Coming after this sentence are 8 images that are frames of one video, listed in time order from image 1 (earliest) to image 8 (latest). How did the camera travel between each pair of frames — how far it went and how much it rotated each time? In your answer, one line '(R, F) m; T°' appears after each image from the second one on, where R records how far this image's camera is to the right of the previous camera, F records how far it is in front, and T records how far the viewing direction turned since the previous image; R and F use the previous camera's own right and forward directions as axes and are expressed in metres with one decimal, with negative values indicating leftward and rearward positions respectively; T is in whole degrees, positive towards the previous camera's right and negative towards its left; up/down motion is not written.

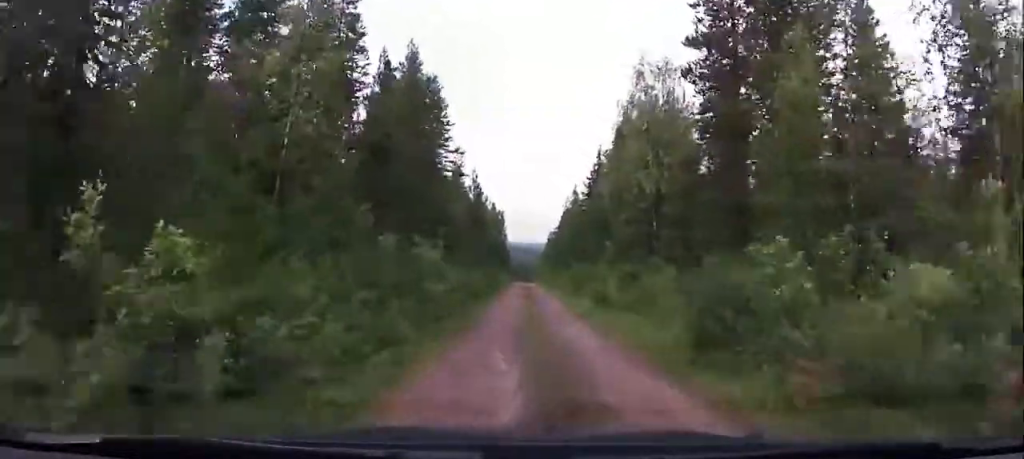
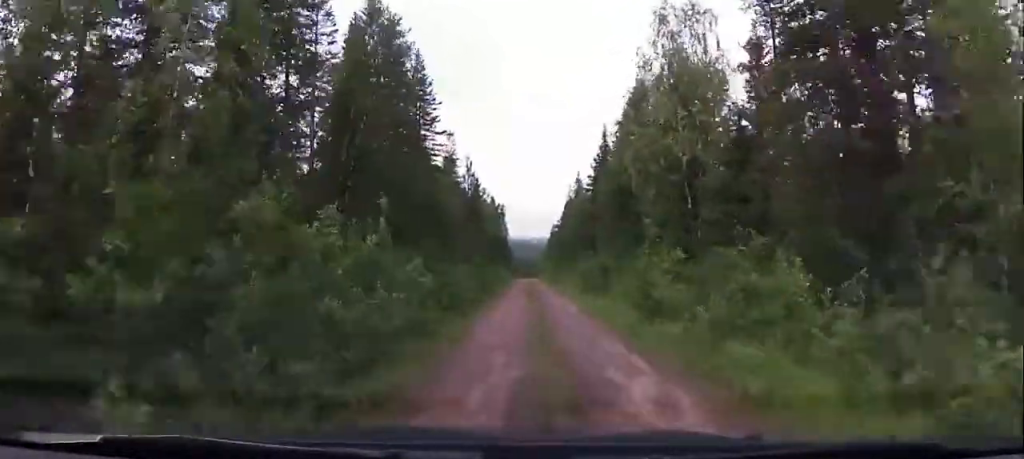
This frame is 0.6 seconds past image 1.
(-0.2, +7.5) m; +1°
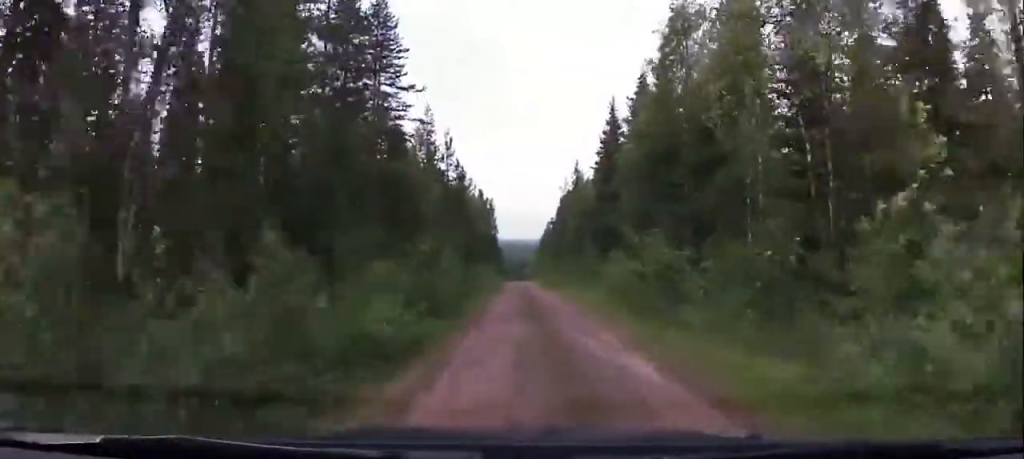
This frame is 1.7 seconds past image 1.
(+0.6, +13.6) m; +2°
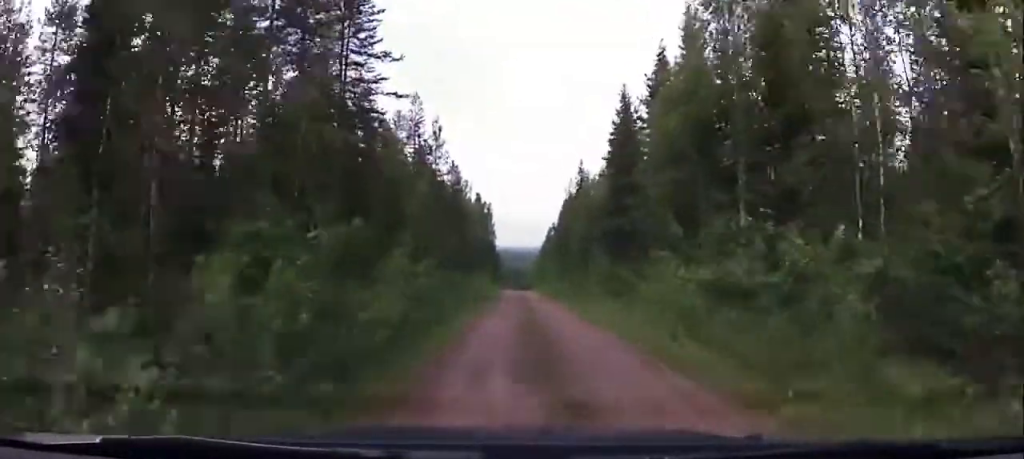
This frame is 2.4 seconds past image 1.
(-0.2, +7.7) m; -1°
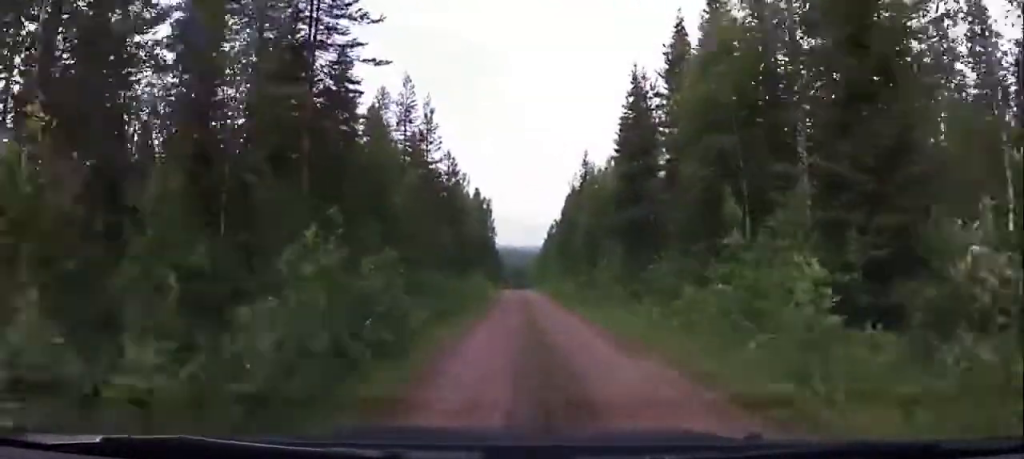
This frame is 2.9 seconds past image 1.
(0.0, +5.2) m; 0°
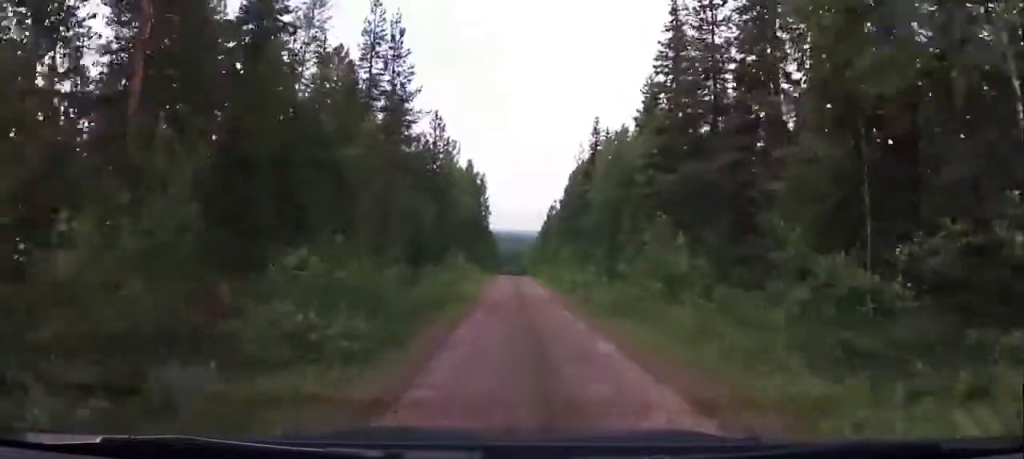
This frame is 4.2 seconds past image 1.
(+0.1, +12.6) m; 0°
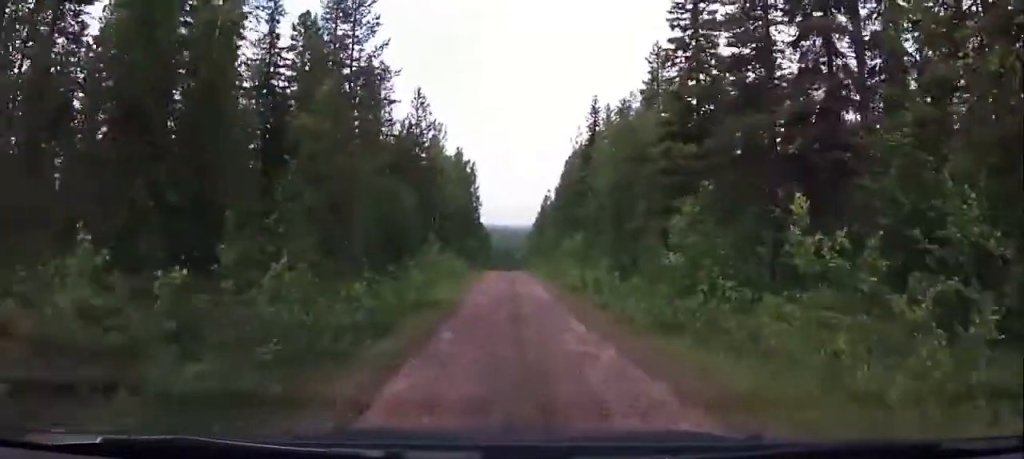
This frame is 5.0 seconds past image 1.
(0.0, +6.9) m; -1°
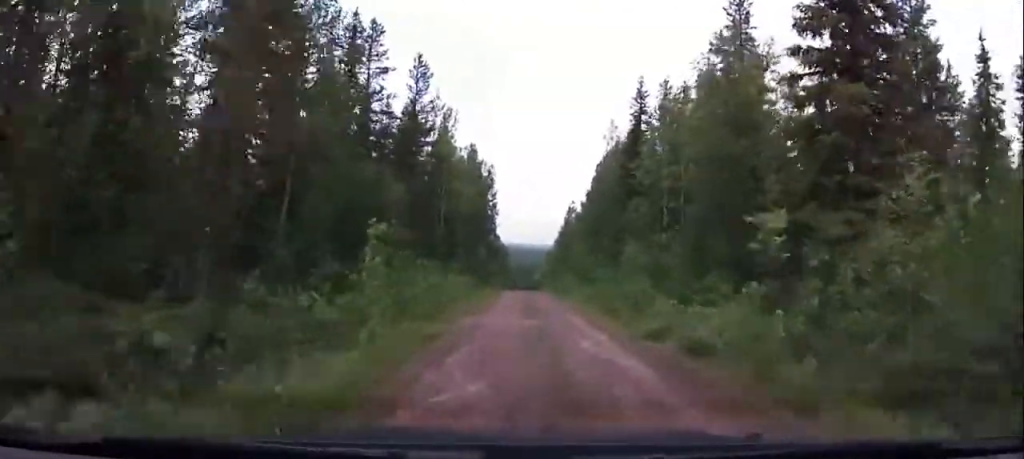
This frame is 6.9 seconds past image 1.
(+0.1, +14.6) m; 0°
